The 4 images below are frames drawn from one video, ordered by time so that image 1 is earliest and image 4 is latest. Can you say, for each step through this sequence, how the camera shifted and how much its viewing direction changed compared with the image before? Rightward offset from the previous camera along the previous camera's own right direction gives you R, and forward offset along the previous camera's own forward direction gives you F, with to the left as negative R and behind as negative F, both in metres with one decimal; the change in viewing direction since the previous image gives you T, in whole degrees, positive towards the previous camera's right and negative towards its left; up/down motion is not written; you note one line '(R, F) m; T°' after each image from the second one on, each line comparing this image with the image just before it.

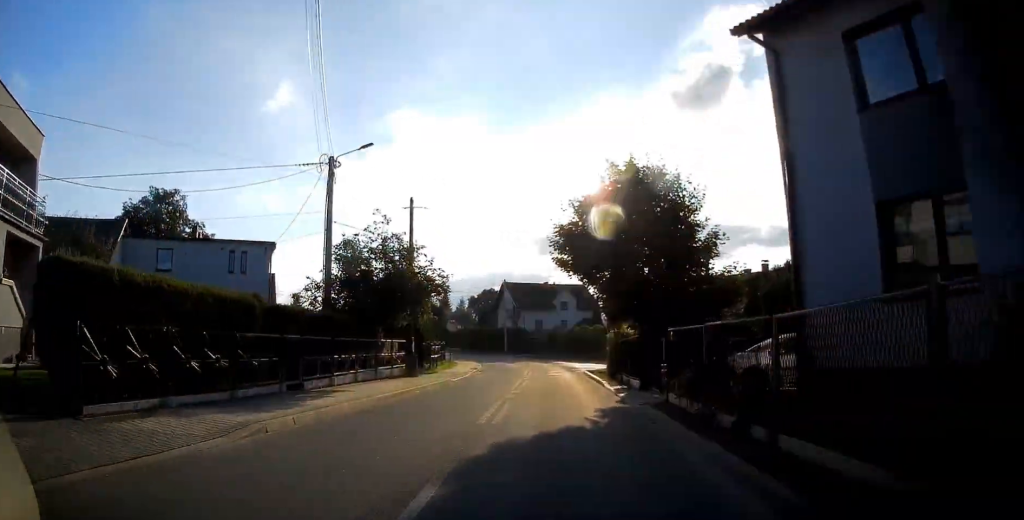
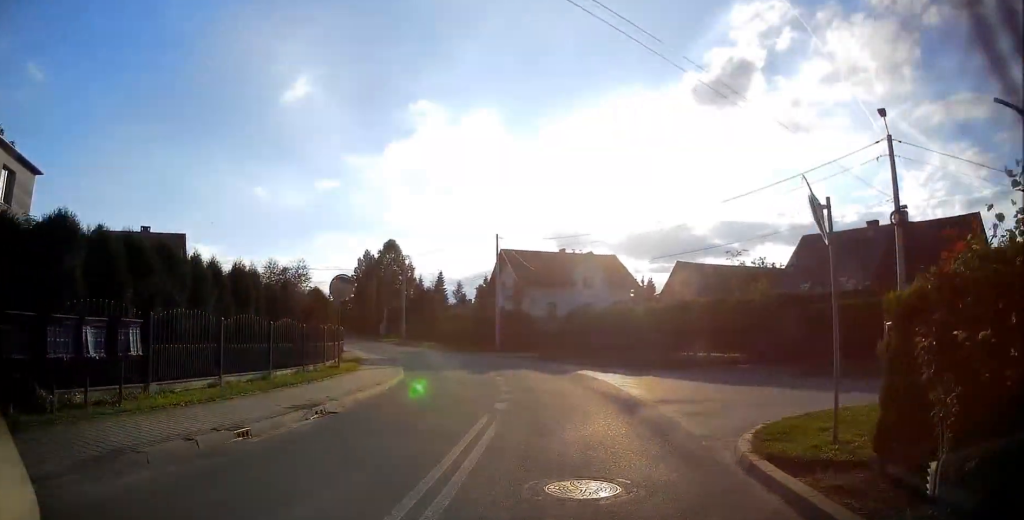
(-0.6, +23.1) m; -5°
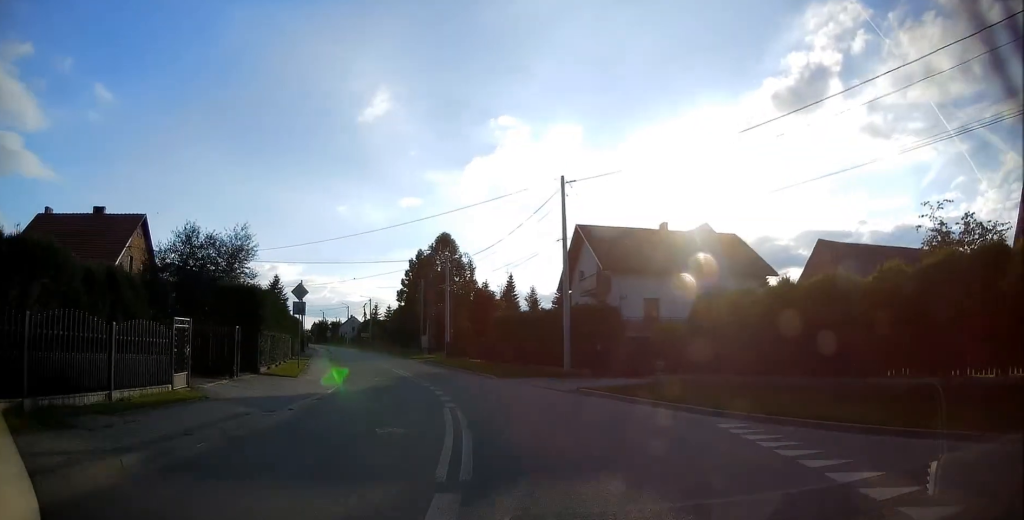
(-0.9, +13.5) m; -10°
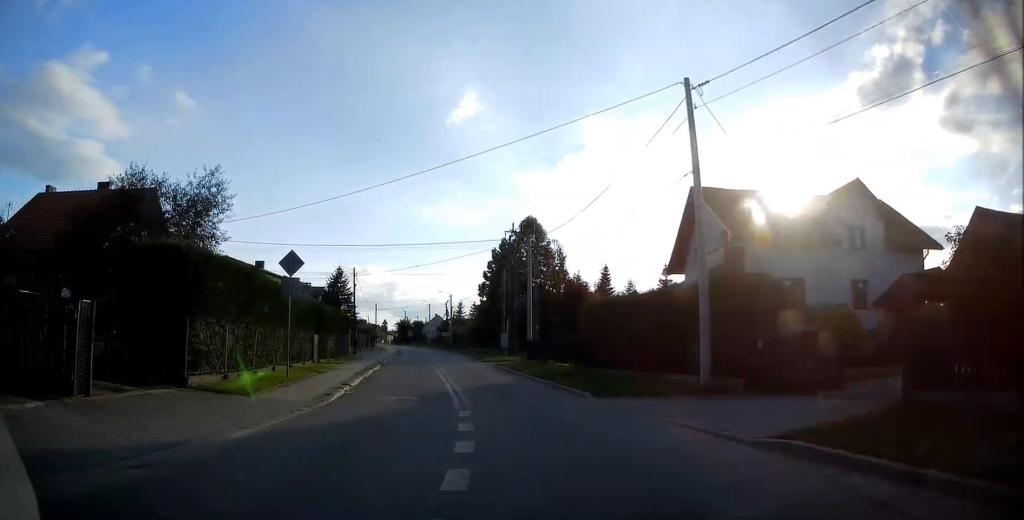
(-2.3, +18.3) m; -13°
